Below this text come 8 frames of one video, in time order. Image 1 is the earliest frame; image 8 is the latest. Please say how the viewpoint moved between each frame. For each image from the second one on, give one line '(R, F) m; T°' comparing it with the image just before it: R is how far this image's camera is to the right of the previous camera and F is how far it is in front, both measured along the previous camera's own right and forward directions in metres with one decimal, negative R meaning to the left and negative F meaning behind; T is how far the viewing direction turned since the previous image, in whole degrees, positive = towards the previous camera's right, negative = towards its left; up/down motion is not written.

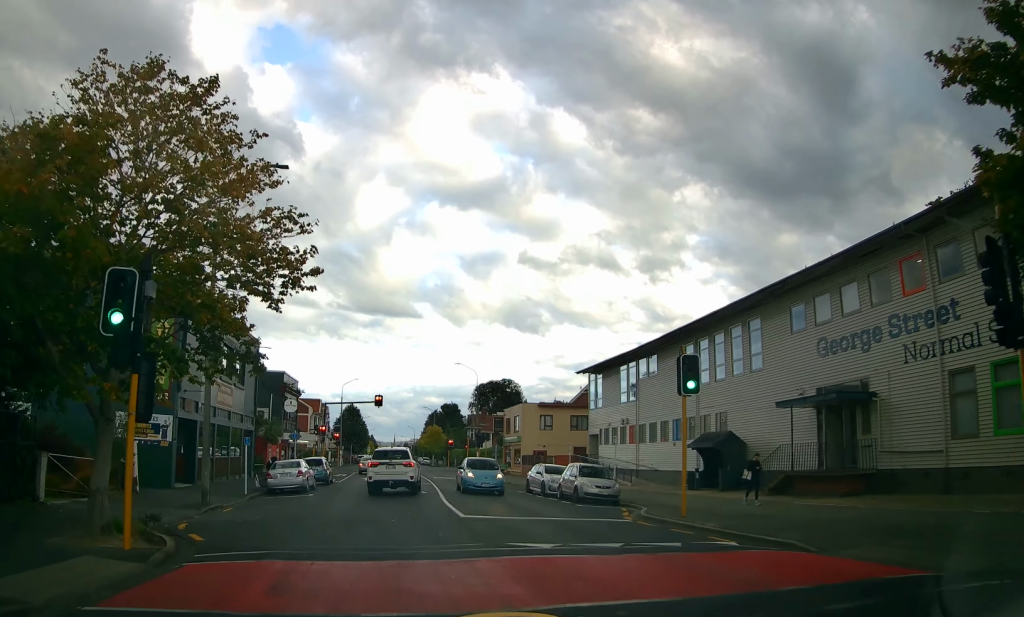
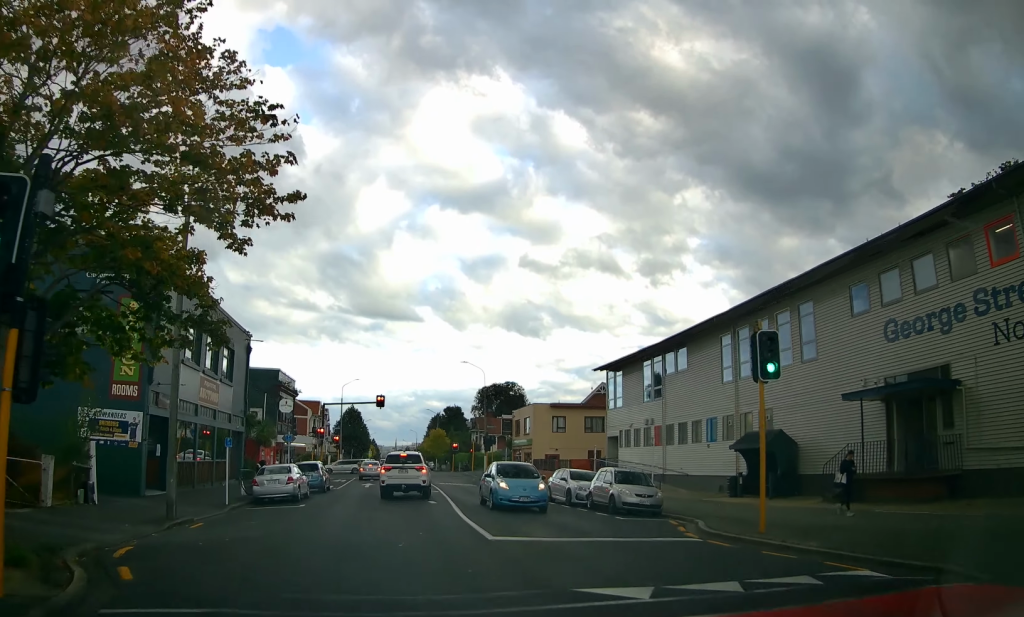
(0.0, +3.6) m; 0°
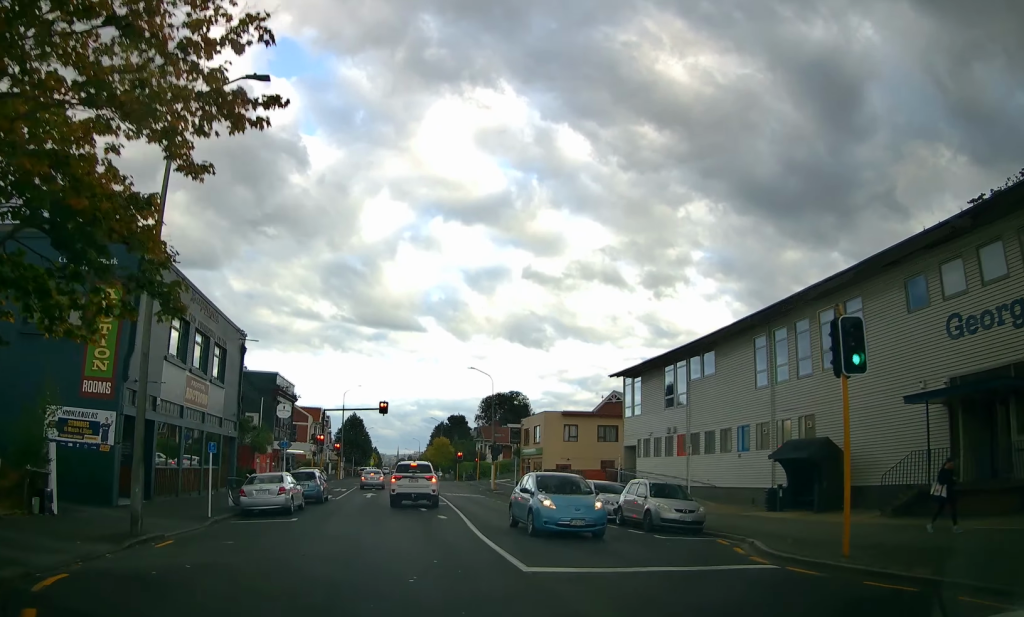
(+0.1, +2.6) m; -4°
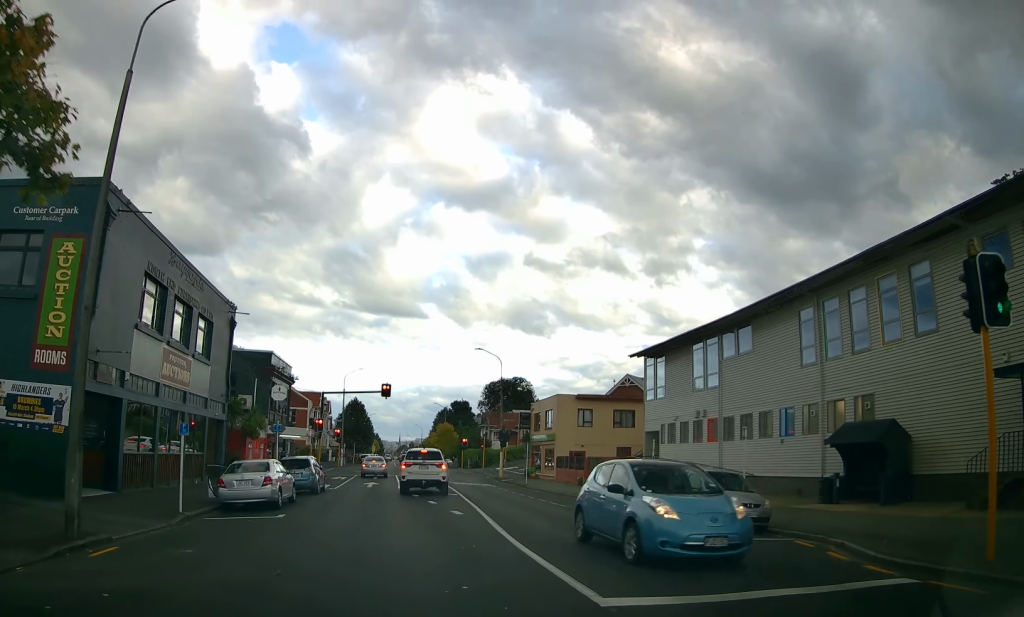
(+0.2, +3.2) m; -4°
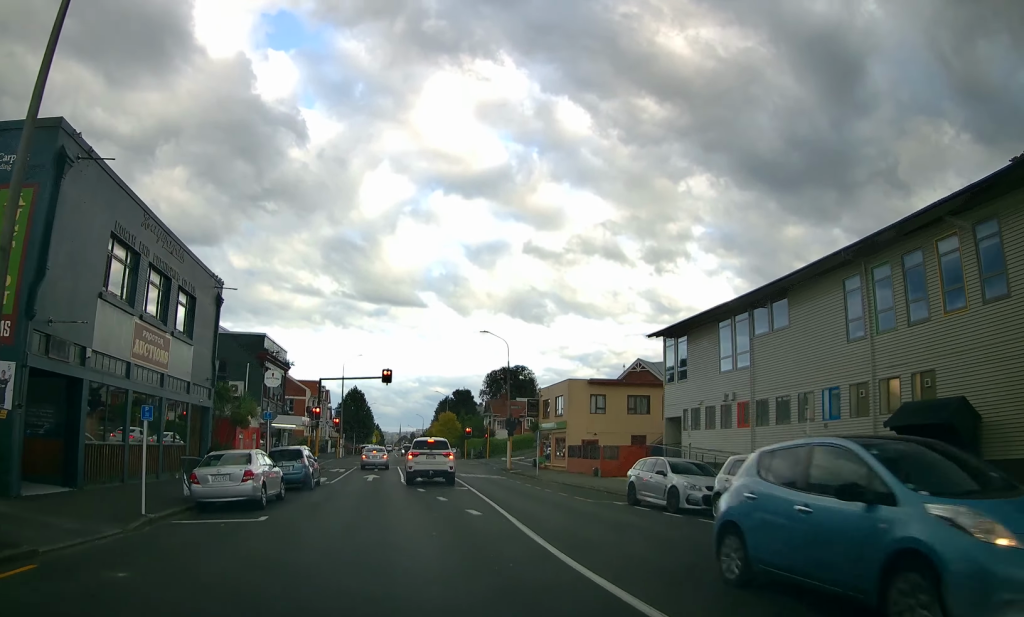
(-0.5, +2.7) m; 0°
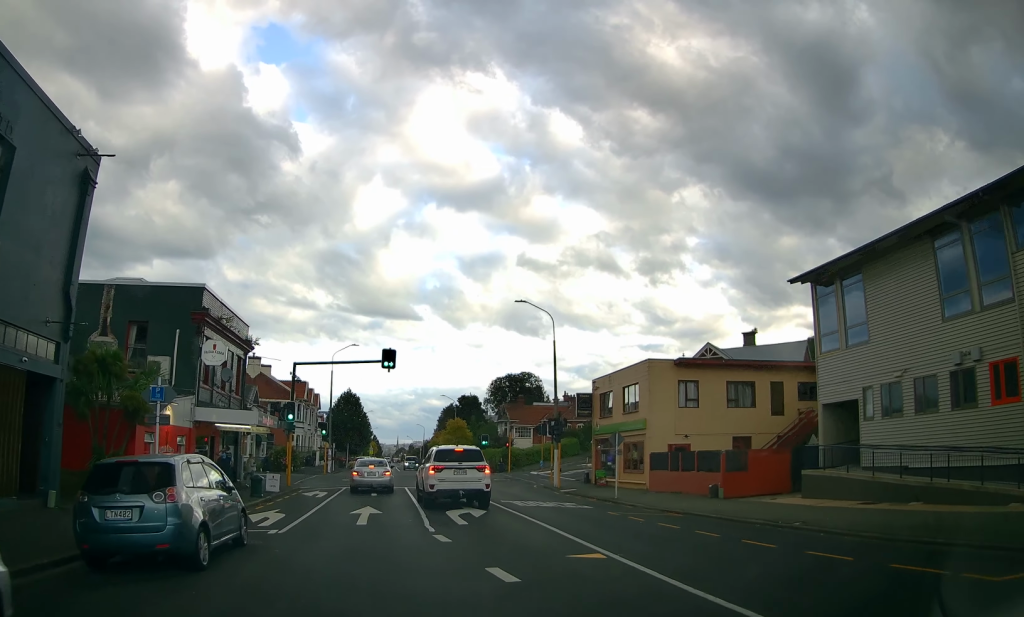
(+1.4, +14.0) m; +11°
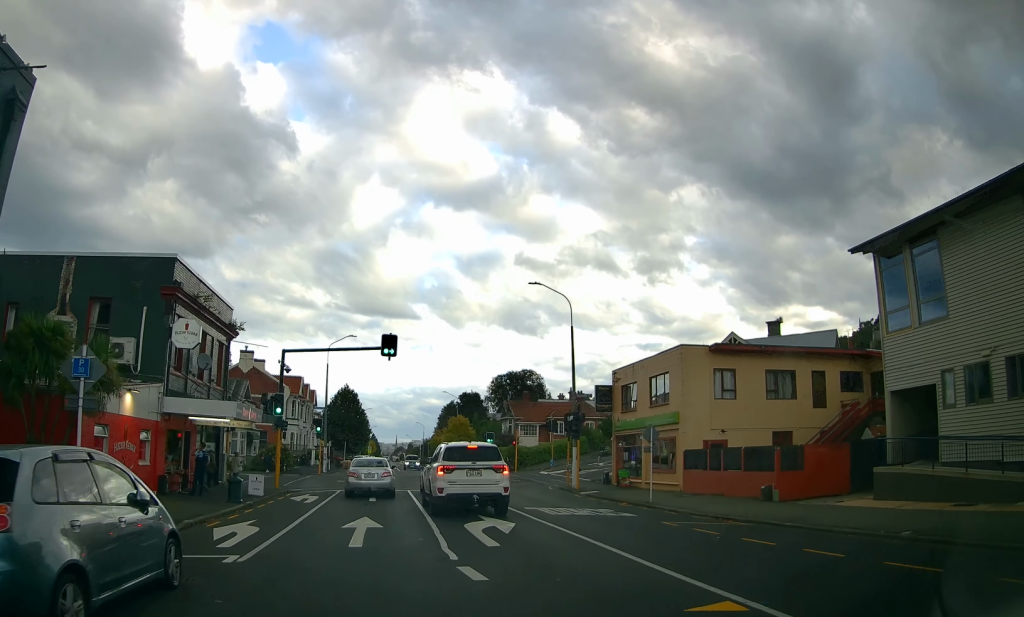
(+0.2, +3.8) m; +1°
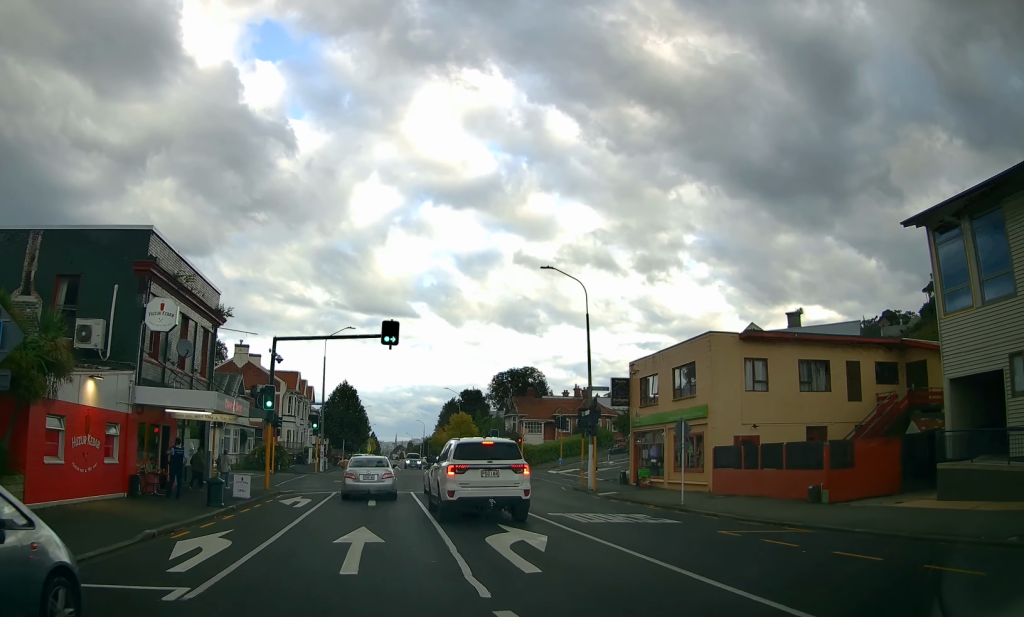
(+0.1, +2.8) m; -1°
